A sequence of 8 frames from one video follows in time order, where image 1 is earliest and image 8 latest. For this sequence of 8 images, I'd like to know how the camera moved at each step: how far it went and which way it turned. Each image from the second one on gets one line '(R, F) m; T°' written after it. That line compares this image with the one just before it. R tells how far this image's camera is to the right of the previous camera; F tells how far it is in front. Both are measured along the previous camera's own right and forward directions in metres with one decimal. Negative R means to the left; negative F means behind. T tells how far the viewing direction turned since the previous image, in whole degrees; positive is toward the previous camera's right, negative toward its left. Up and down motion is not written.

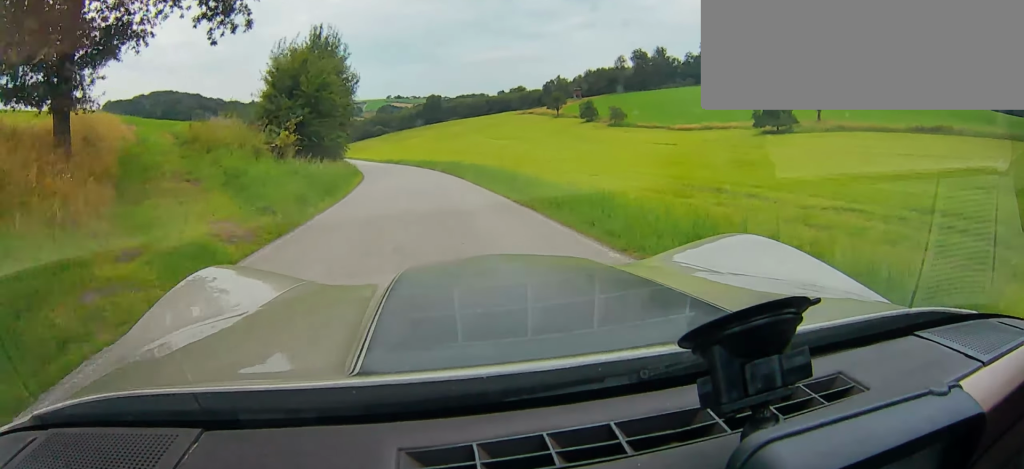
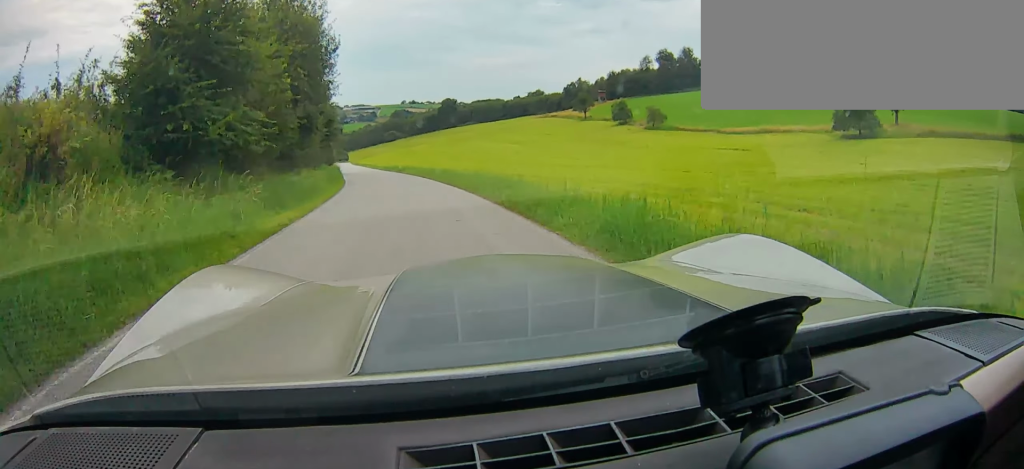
(0.0, +13.8) m; 0°
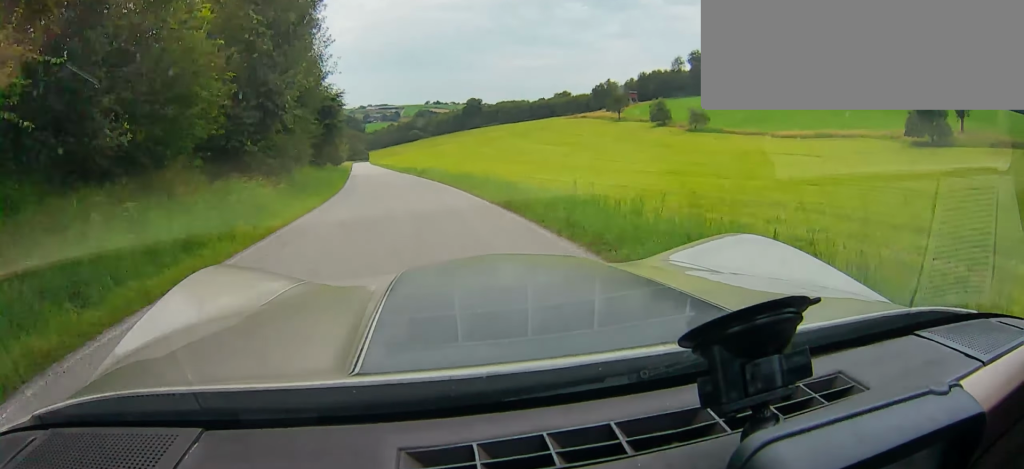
(0.0, +8.0) m; 0°
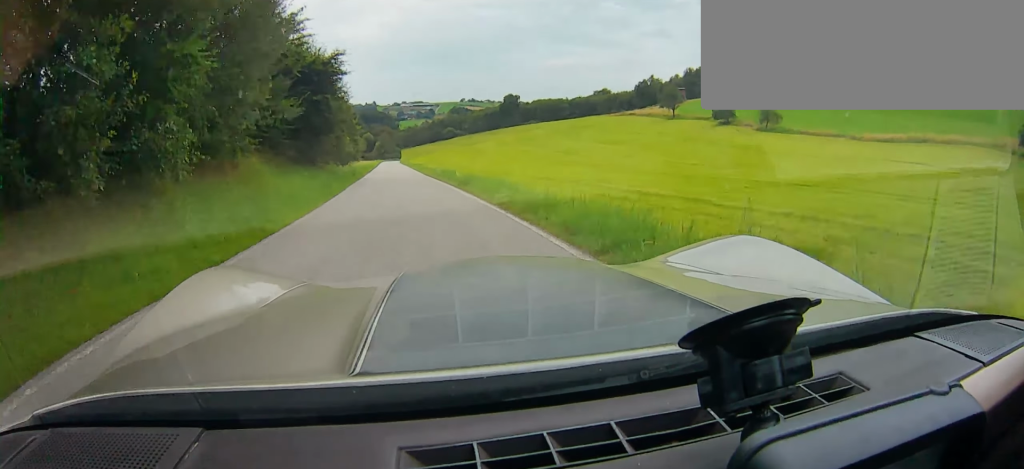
(0.0, +12.8) m; +1°
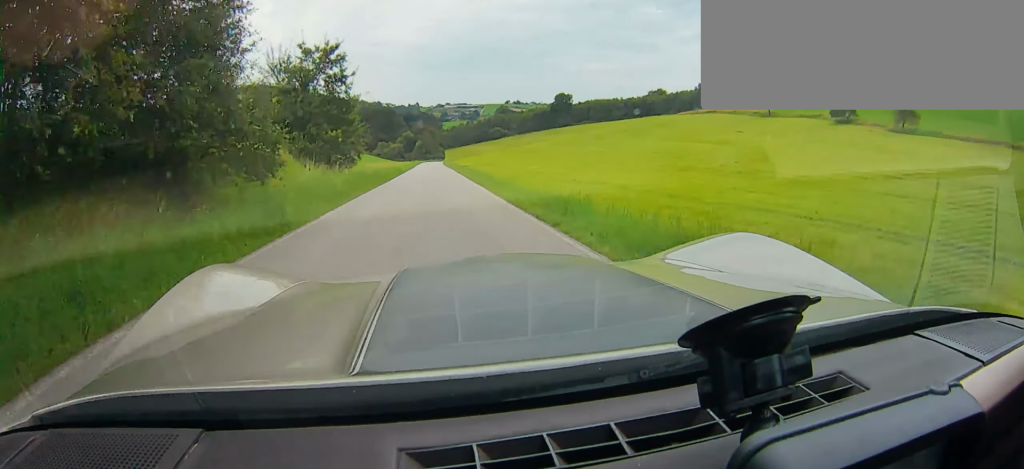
(+0.6, +23.4) m; +2°
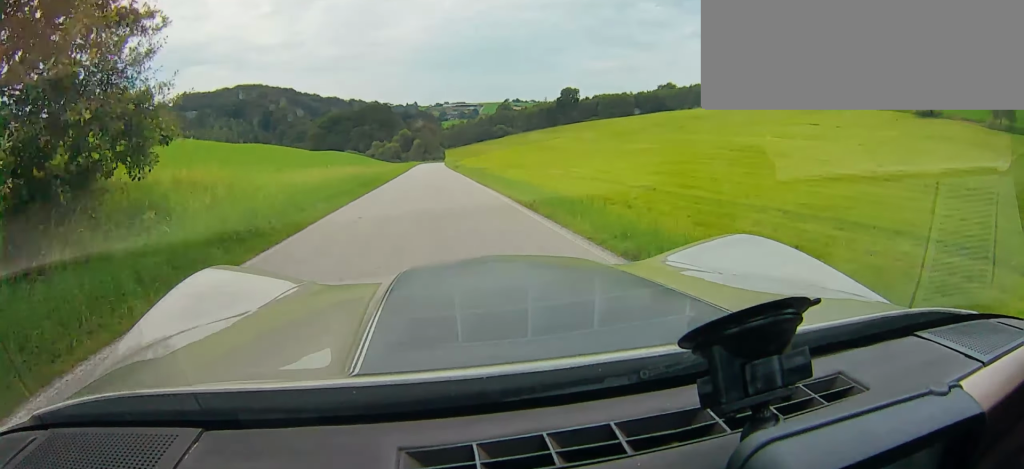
(0.0, +18.5) m; 0°
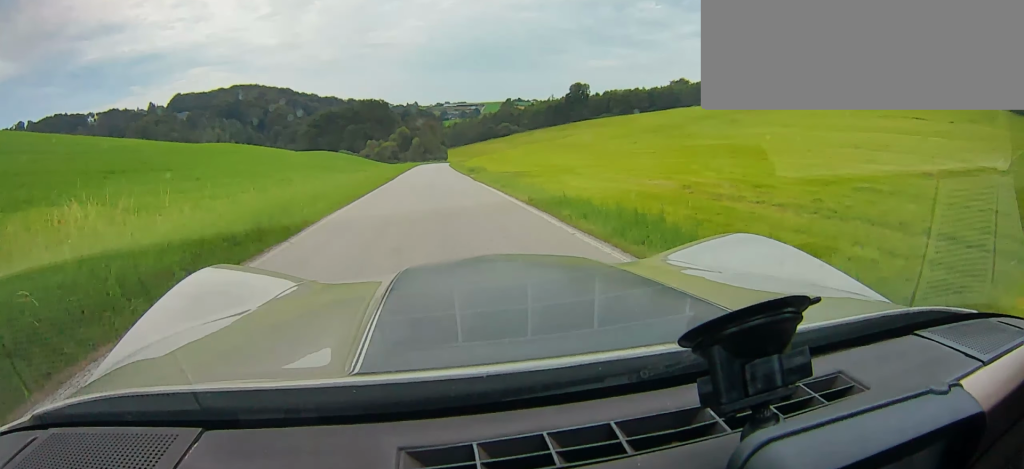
(0.0, +18.2) m; -3°
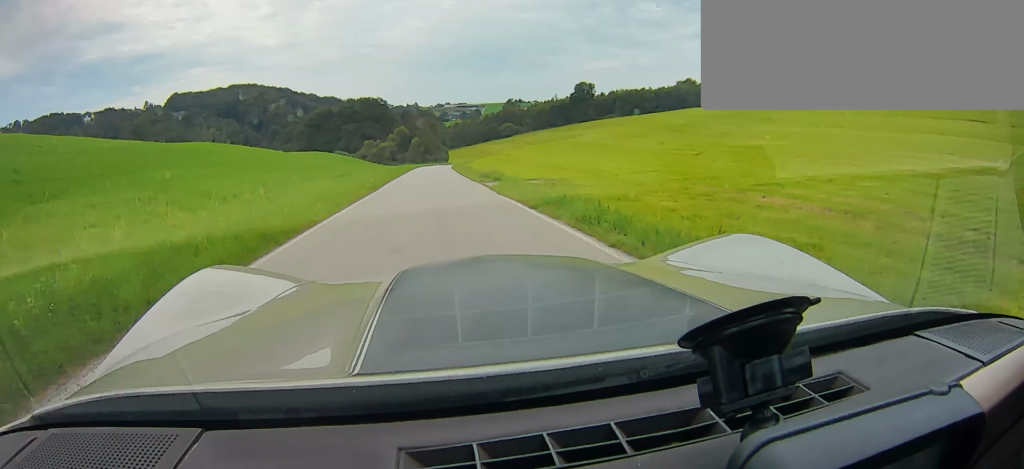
(0.0, +9.0) m; -2°
